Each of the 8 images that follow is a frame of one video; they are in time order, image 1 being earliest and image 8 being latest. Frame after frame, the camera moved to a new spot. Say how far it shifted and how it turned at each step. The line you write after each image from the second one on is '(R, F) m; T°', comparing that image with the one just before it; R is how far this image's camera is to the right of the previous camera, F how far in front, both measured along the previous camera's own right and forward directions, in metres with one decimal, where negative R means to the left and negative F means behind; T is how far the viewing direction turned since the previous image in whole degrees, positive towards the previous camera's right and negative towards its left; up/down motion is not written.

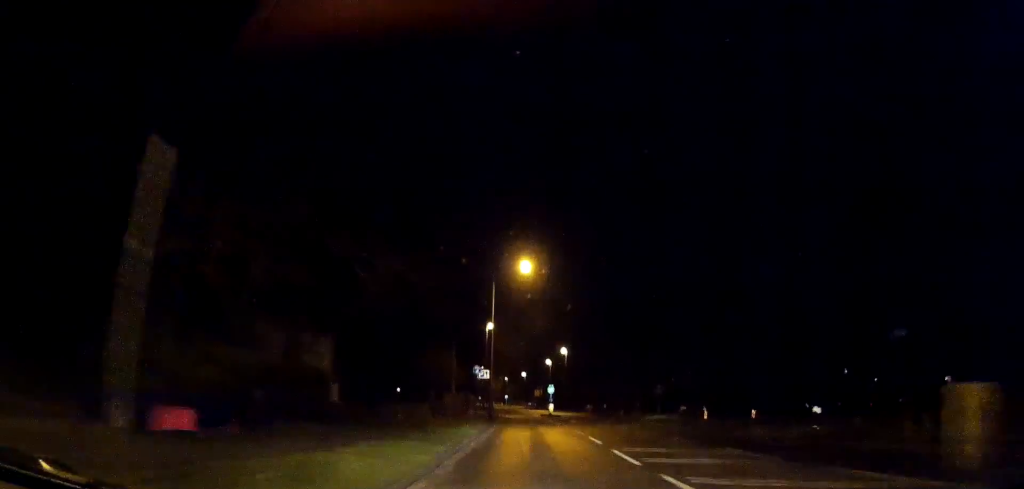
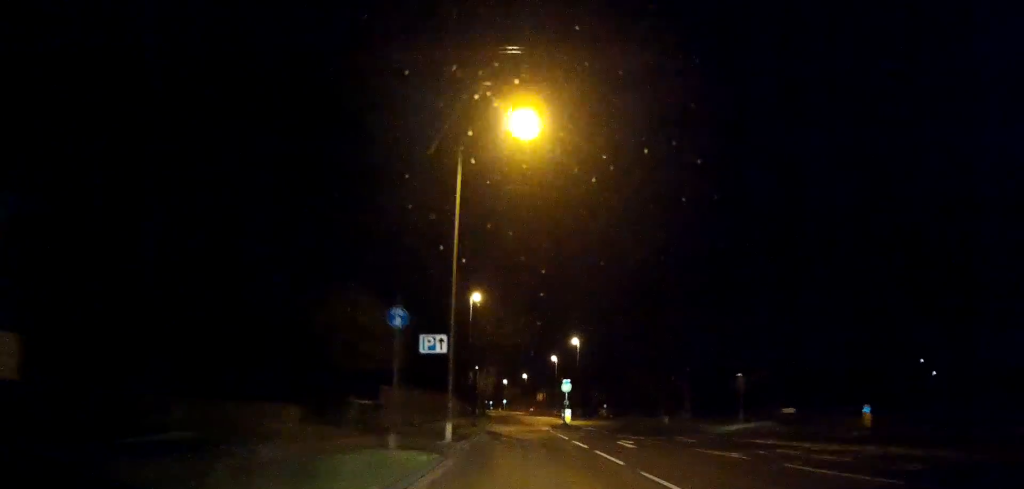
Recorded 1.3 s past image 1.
(-0.2, +22.2) m; -1°
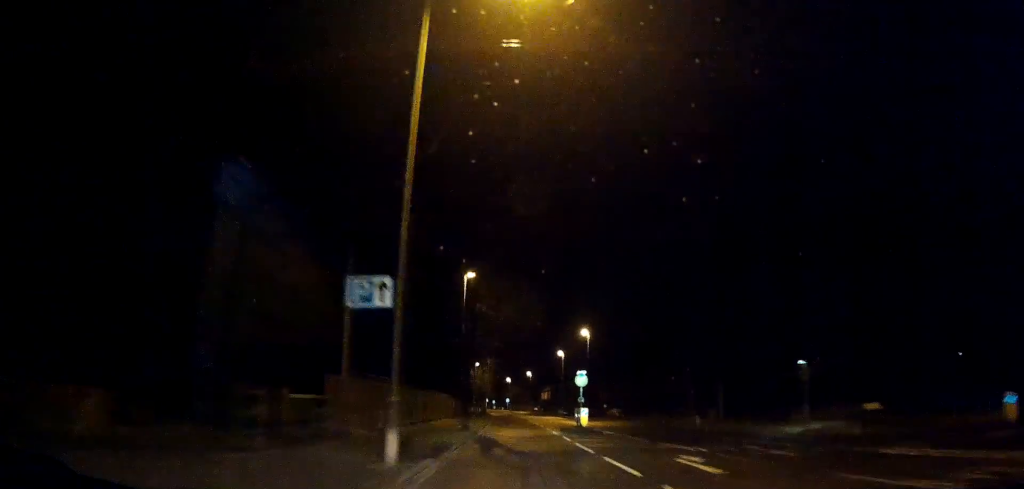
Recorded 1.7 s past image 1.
(0.0, +8.2) m; 0°
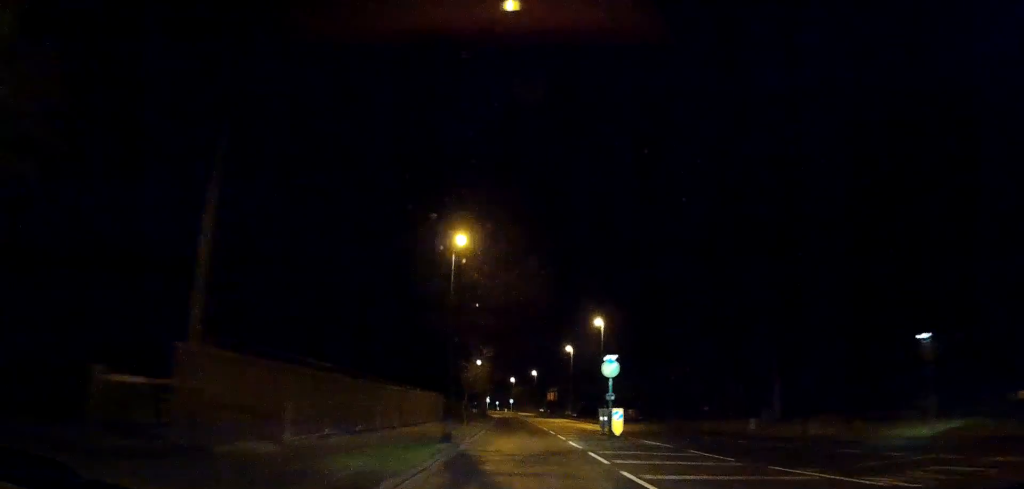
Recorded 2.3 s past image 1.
(0.0, +9.4) m; 0°
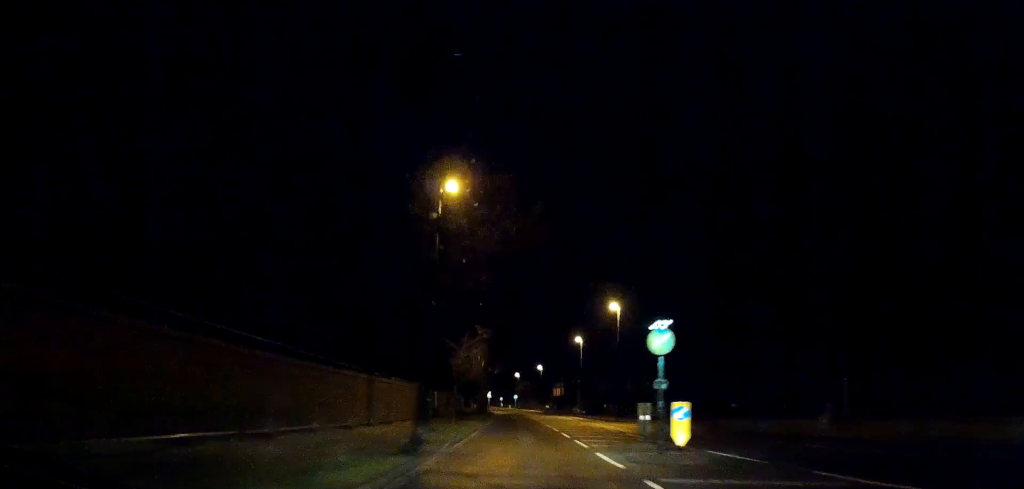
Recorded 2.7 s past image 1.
(-0.1, +7.7) m; 0°
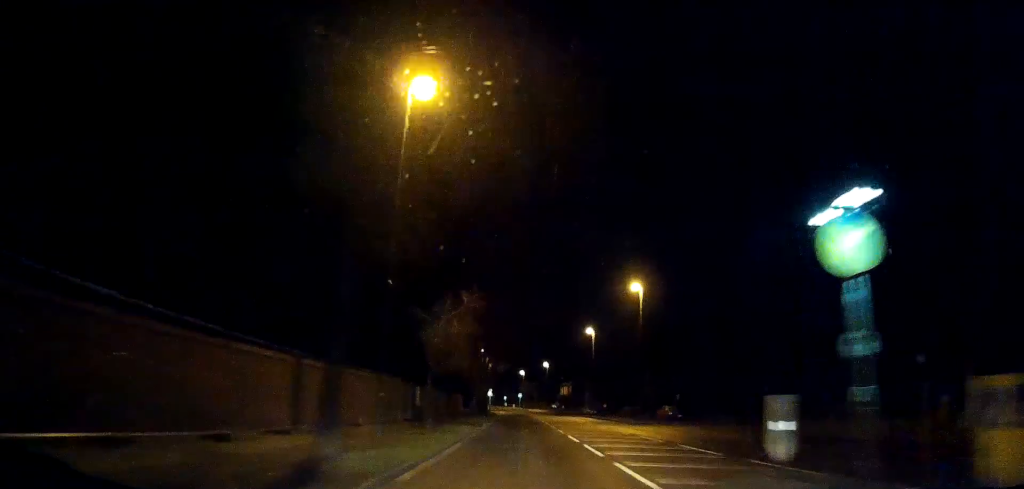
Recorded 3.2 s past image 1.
(0.0, +8.9) m; 0°
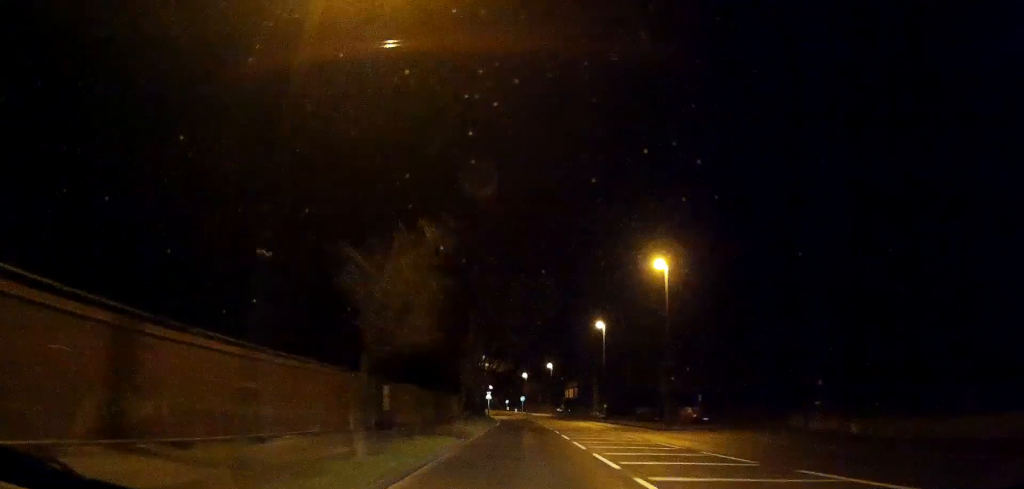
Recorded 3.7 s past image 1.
(0.0, +8.3) m; 0°
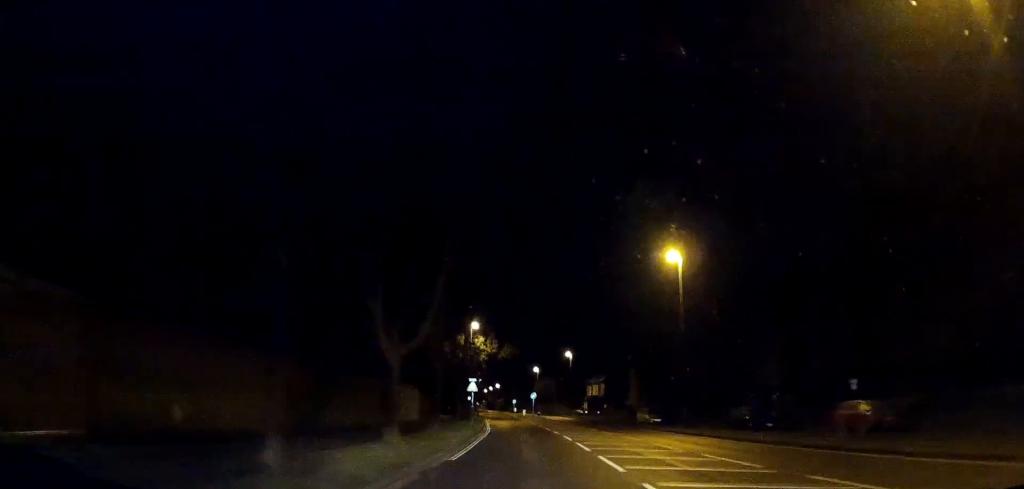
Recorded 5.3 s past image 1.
(-0.1, +29.5) m; -1°
